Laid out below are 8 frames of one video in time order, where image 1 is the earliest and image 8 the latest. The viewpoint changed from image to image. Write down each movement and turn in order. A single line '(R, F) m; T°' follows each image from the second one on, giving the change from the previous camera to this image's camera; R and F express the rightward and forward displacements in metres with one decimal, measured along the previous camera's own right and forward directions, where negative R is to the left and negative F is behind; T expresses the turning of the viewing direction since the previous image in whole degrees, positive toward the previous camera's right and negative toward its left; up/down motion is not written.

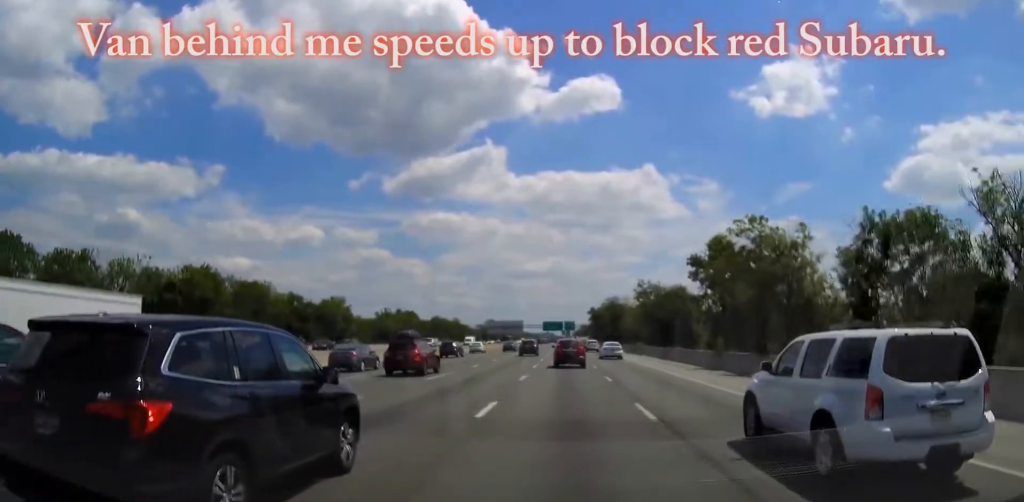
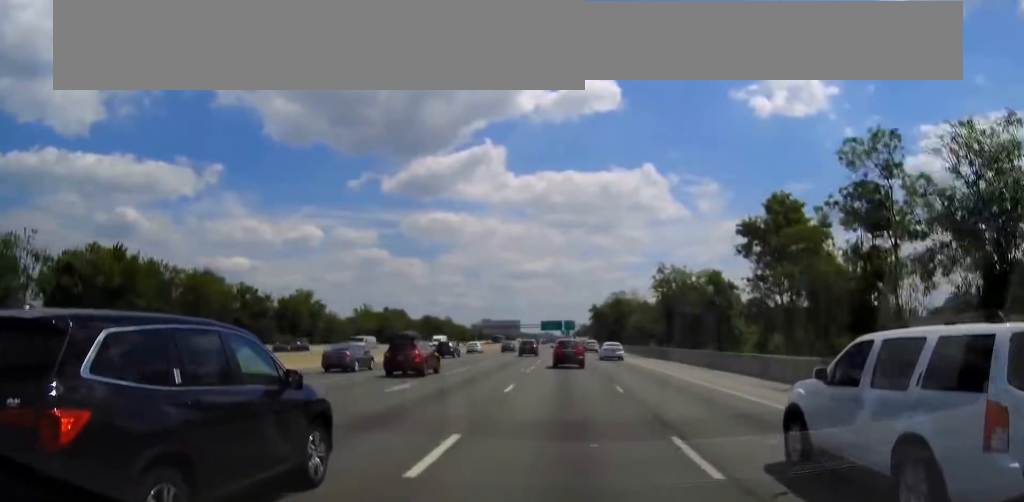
(0.0, +17.8) m; 0°
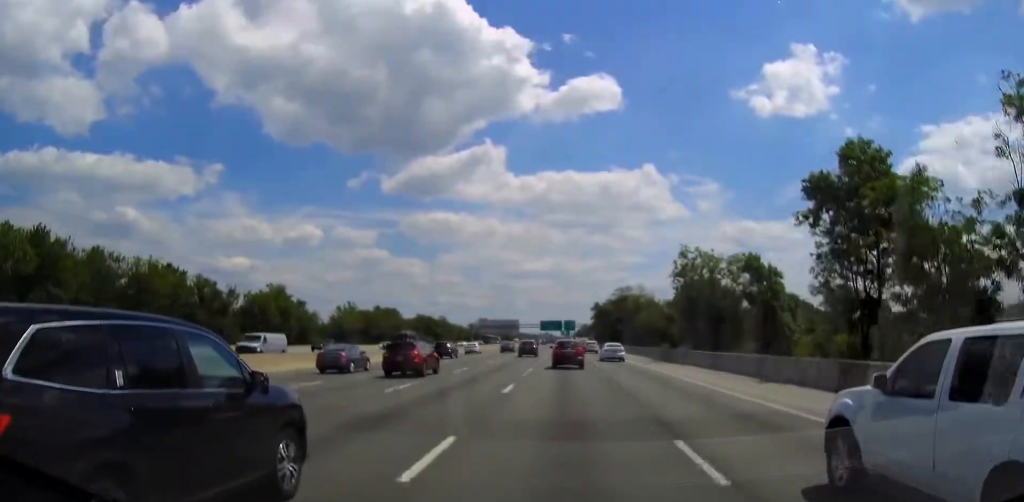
(0.0, +12.3) m; 0°
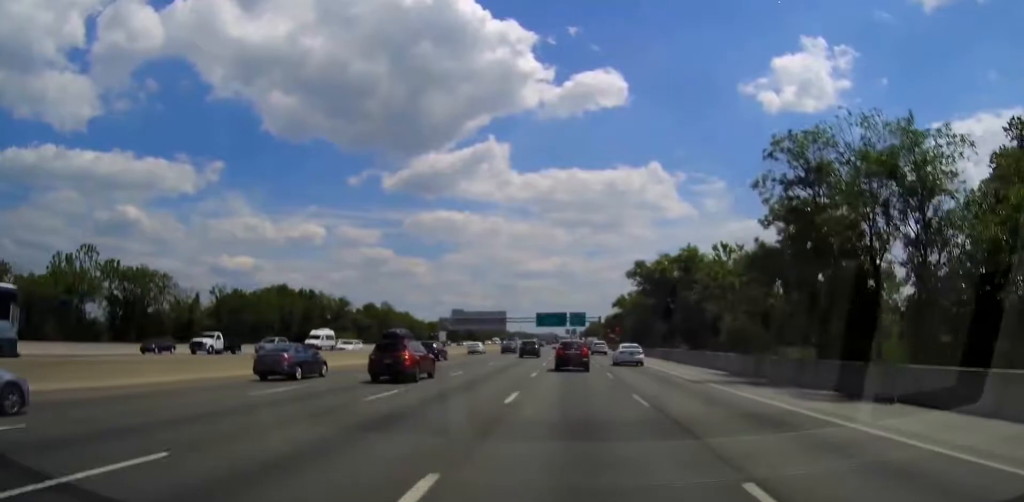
(-0.2, +88.1) m; 0°
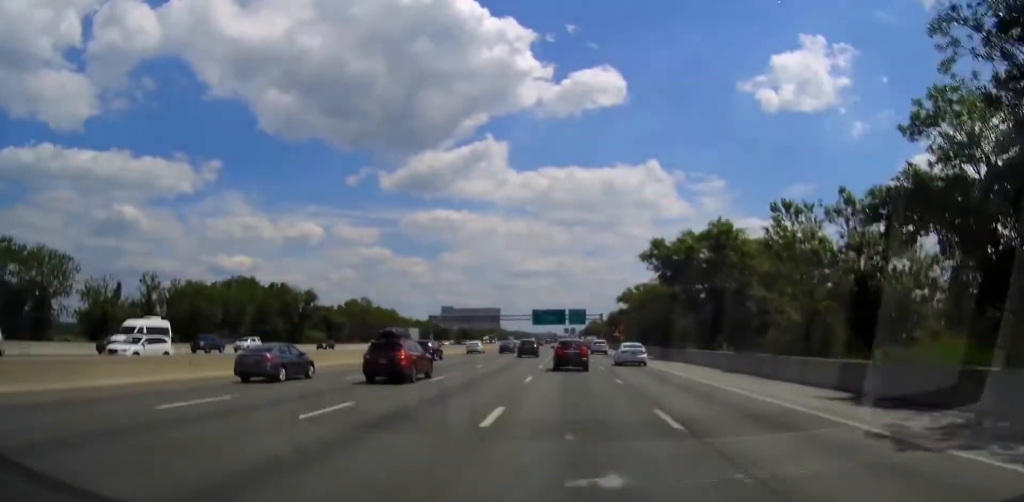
(0.0, +16.5) m; 0°
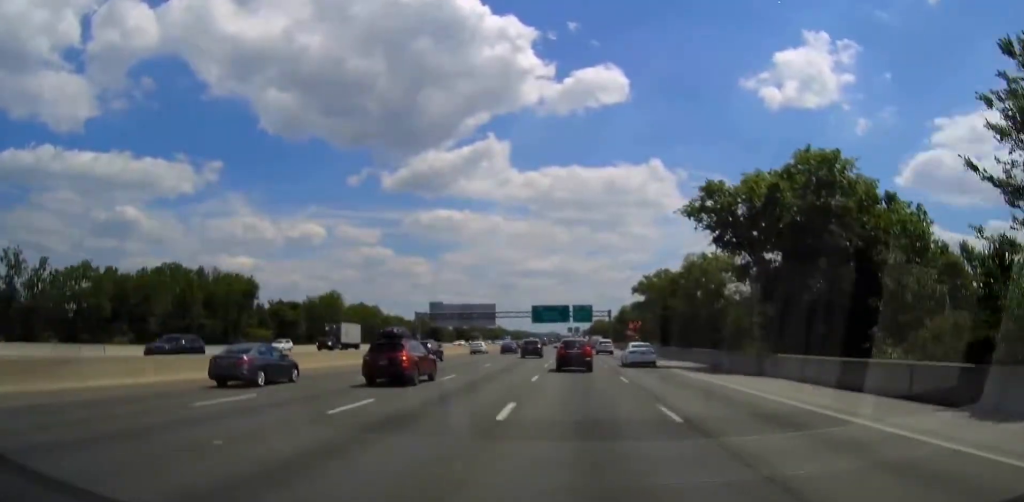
(+0.1, +23.3) m; 0°
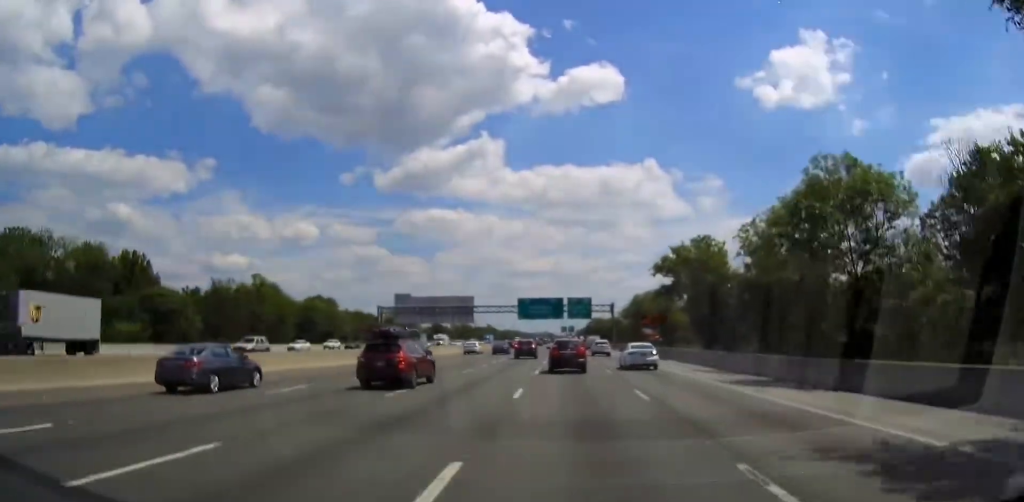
(+0.1, +32.1) m; 0°
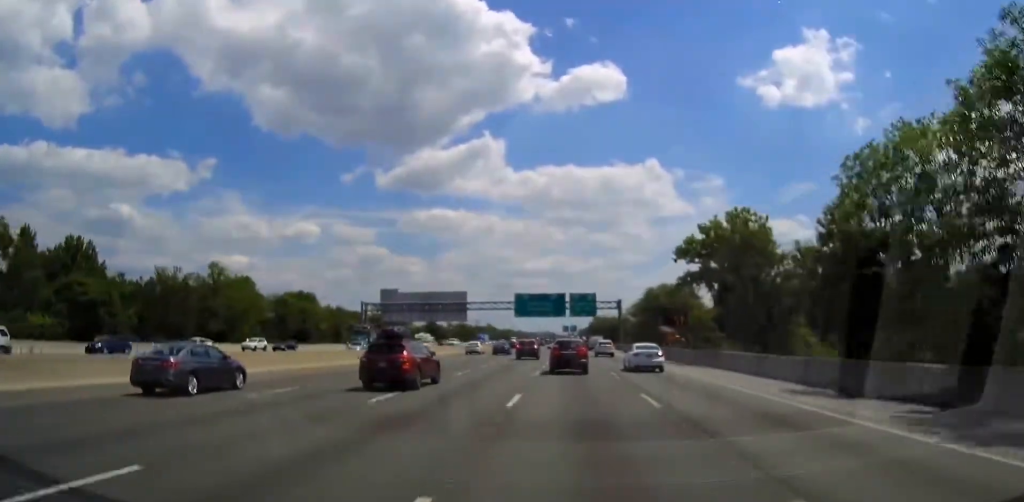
(-0.1, +14.1) m; 0°
